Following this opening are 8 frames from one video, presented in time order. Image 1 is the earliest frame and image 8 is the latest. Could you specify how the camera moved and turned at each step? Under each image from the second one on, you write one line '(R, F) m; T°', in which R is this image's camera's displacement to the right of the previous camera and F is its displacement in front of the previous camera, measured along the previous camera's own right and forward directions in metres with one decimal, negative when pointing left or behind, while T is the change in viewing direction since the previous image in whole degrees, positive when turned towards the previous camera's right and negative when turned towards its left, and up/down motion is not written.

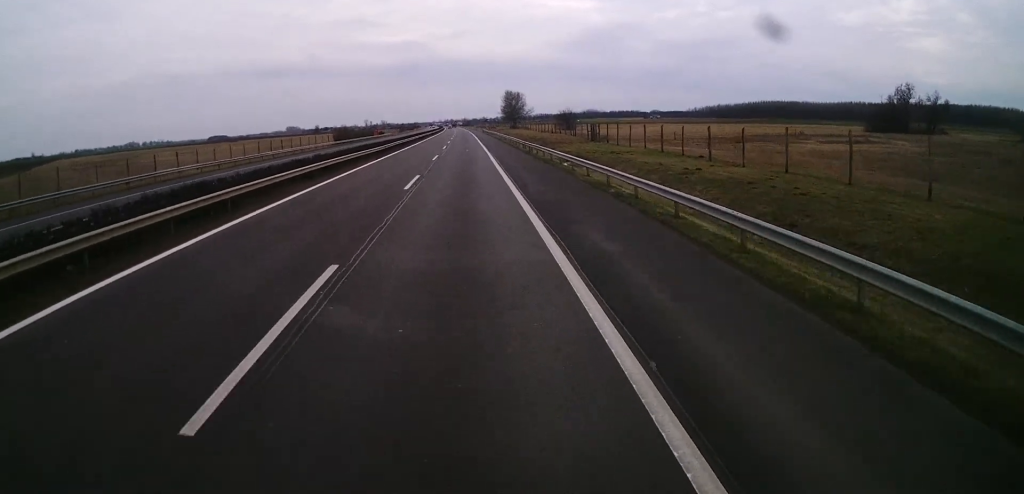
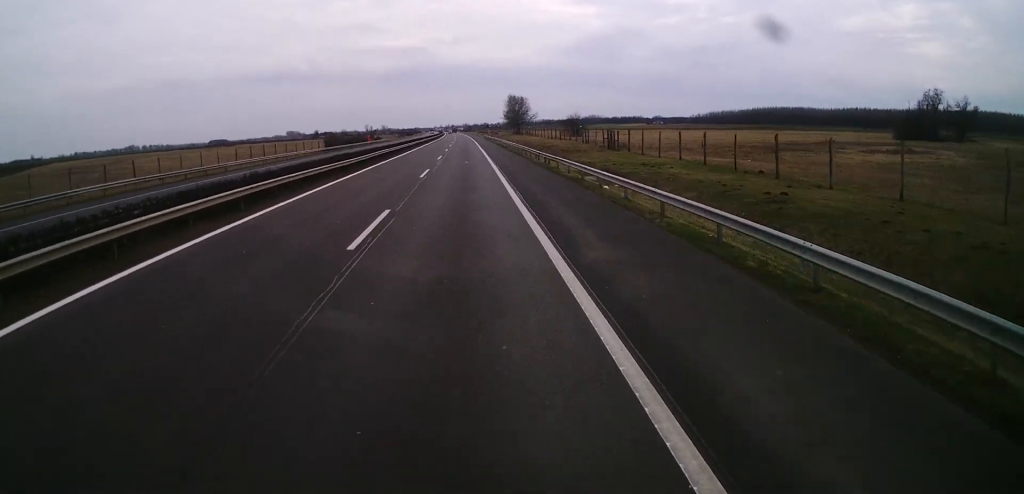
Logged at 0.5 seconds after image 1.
(+0.1, +11.8) m; 0°
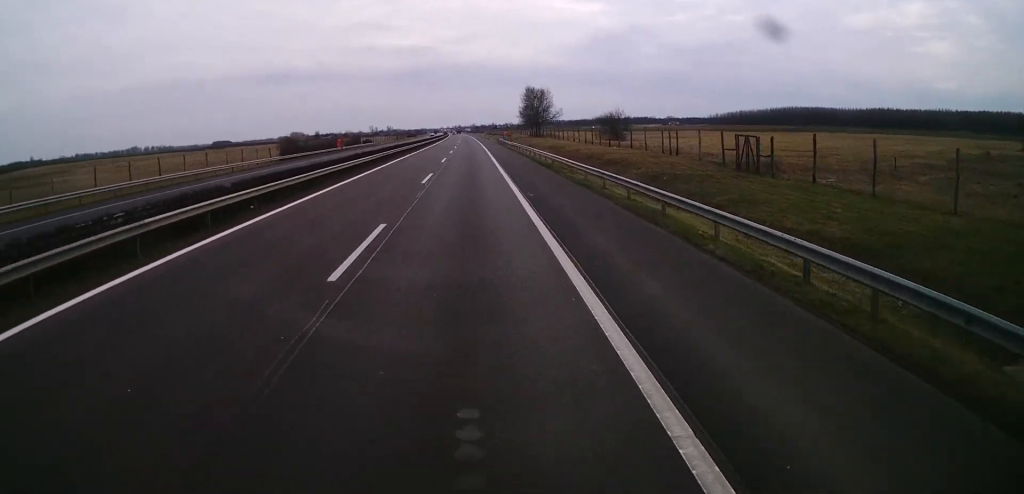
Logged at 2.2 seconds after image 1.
(-0.2, +36.5) m; 0°
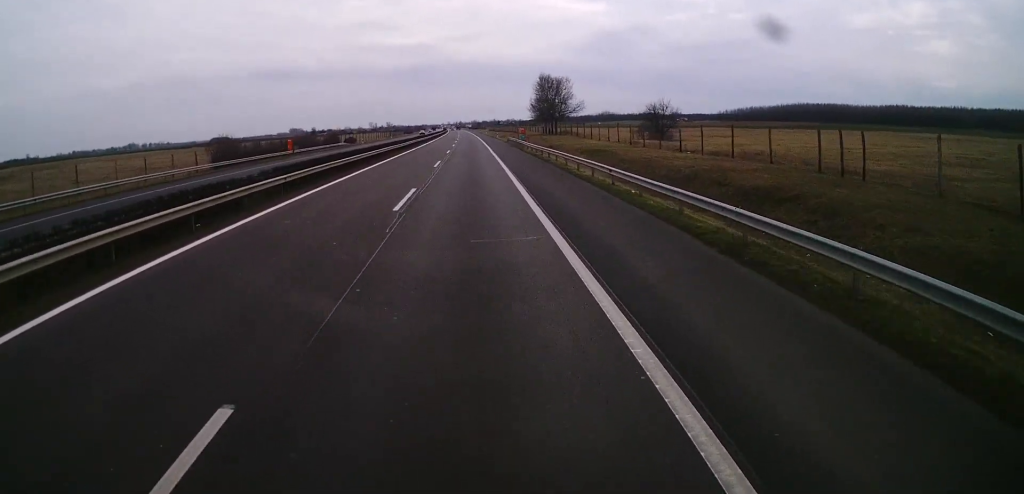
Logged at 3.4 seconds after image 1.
(+0.2, +28.1) m; 0°
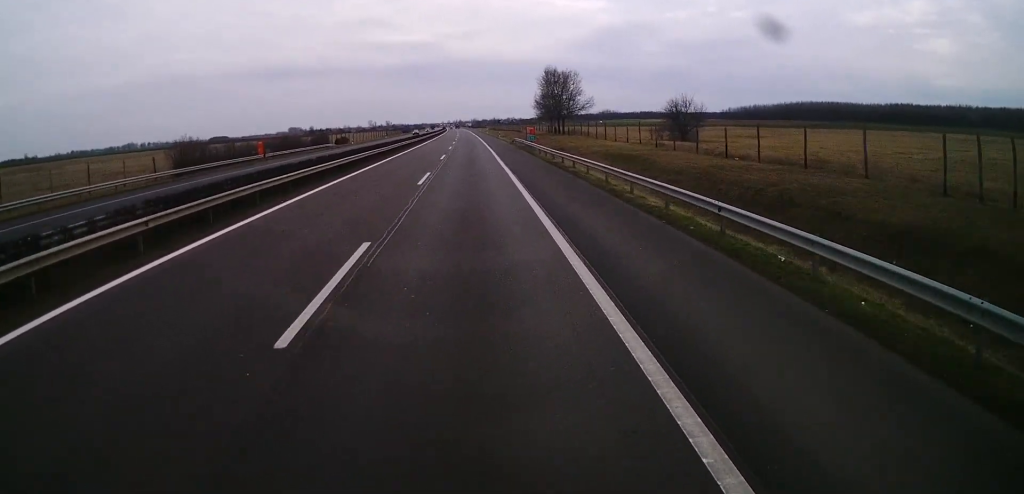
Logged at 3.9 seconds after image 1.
(-0.1, +10.9) m; 0°
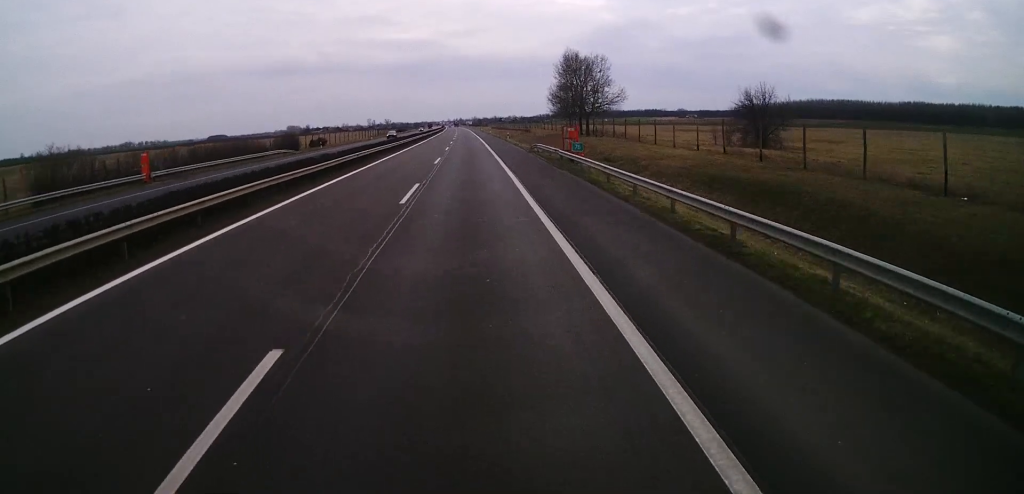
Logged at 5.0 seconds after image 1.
(-0.1, +25.4) m; -1°
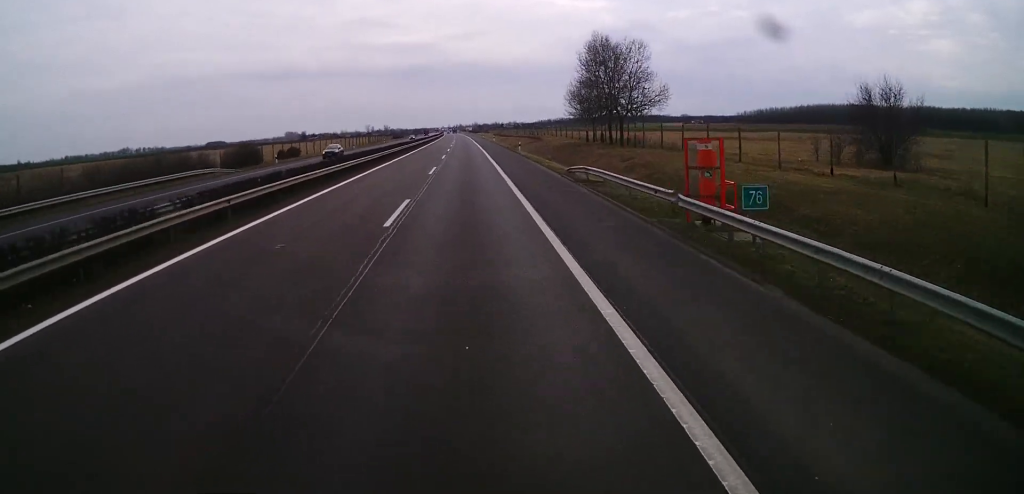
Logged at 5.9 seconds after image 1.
(-0.1, +23.3) m; 0°
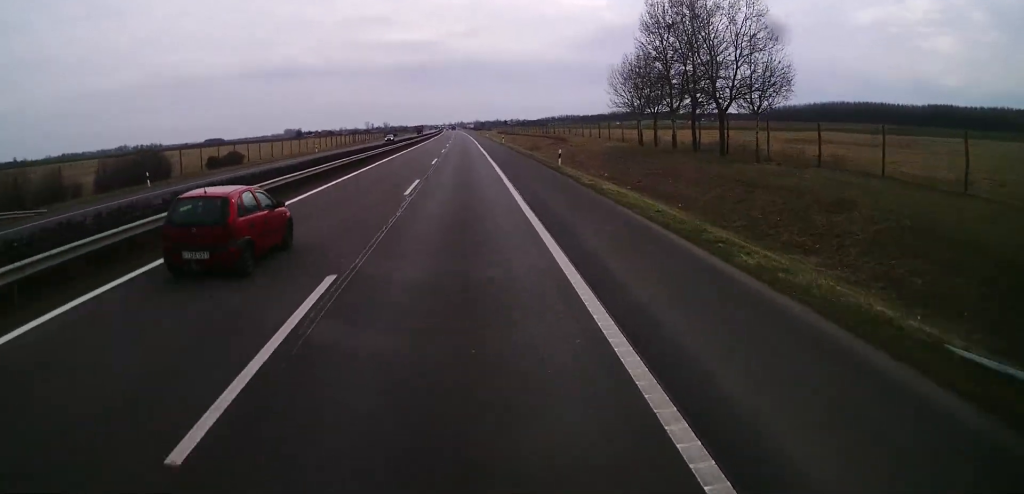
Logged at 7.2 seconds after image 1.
(-0.1, +30.1) m; 0°
